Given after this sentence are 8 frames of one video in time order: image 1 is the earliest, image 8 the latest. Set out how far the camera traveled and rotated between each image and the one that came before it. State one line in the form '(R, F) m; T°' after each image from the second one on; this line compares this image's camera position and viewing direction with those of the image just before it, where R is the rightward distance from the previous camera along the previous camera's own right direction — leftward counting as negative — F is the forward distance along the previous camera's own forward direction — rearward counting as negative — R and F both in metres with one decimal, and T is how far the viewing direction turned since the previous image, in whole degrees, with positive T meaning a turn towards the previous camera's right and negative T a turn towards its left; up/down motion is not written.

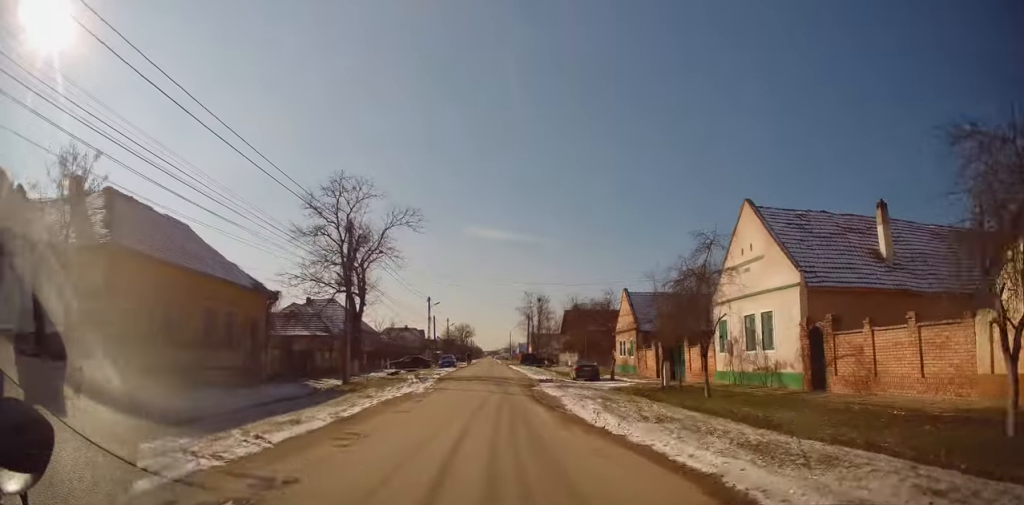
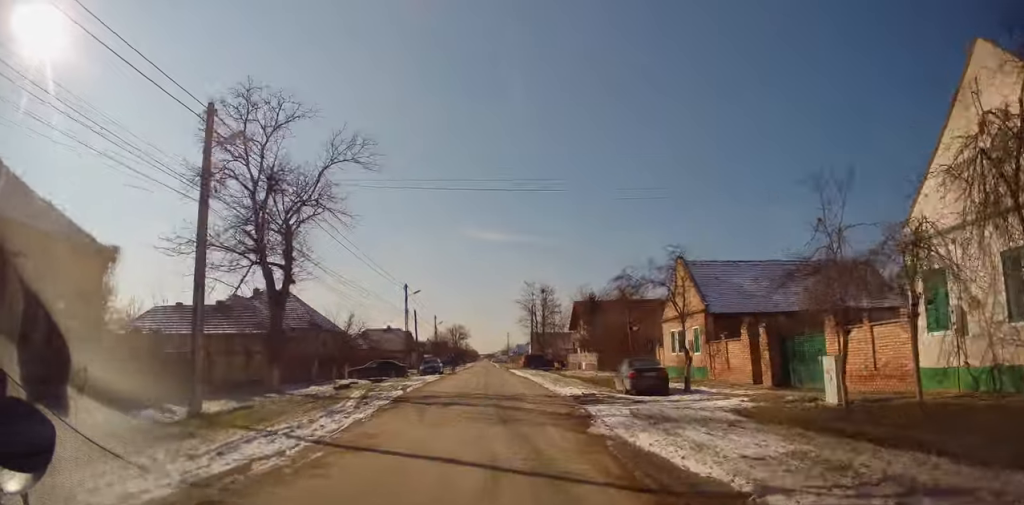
(-0.1, +13.8) m; 0°
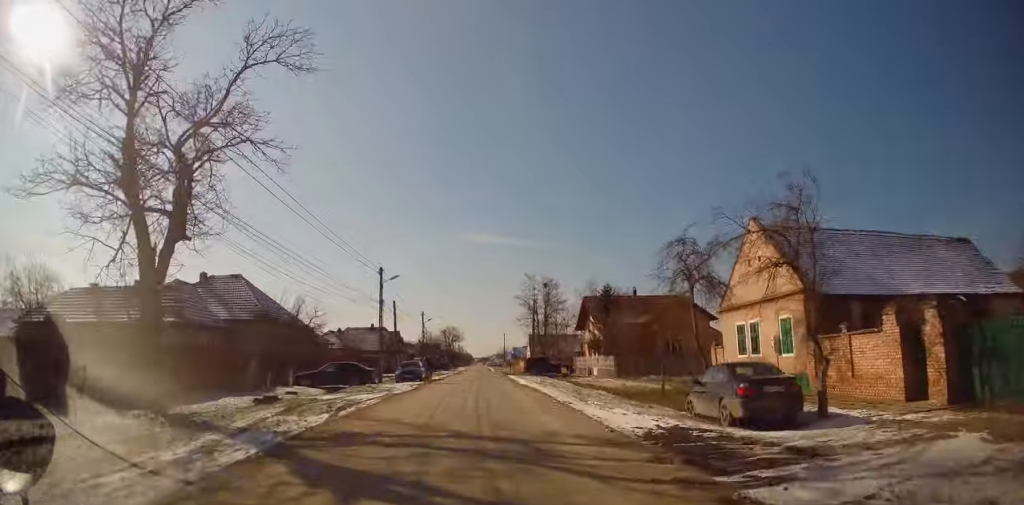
(+0.1, +8.8) m; +2°
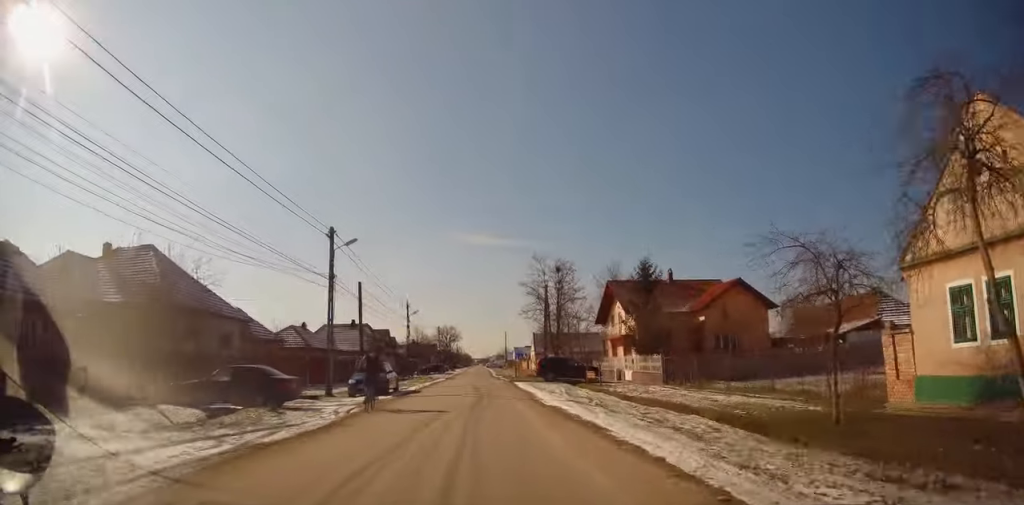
(+0.2, +11.4) m; 0°
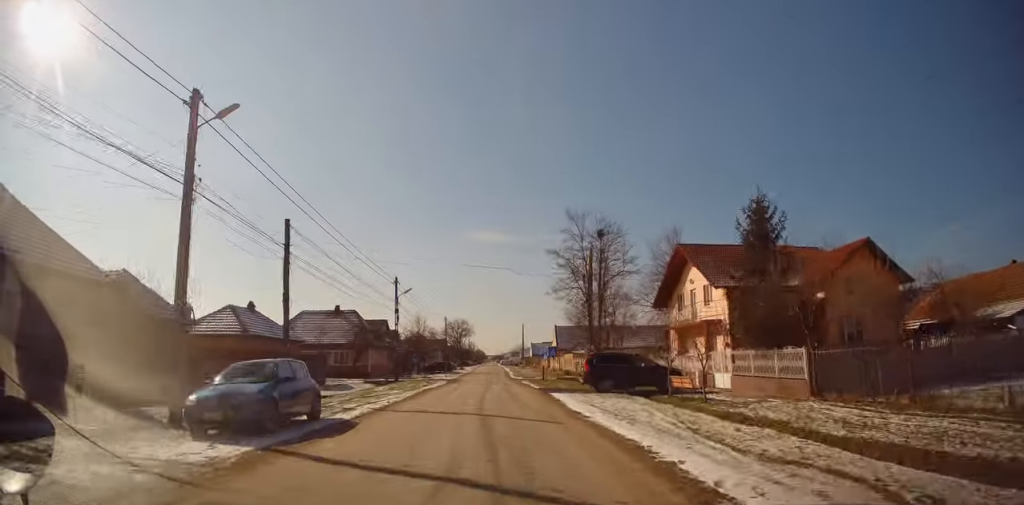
(-0.2, +14.2) m; -1°
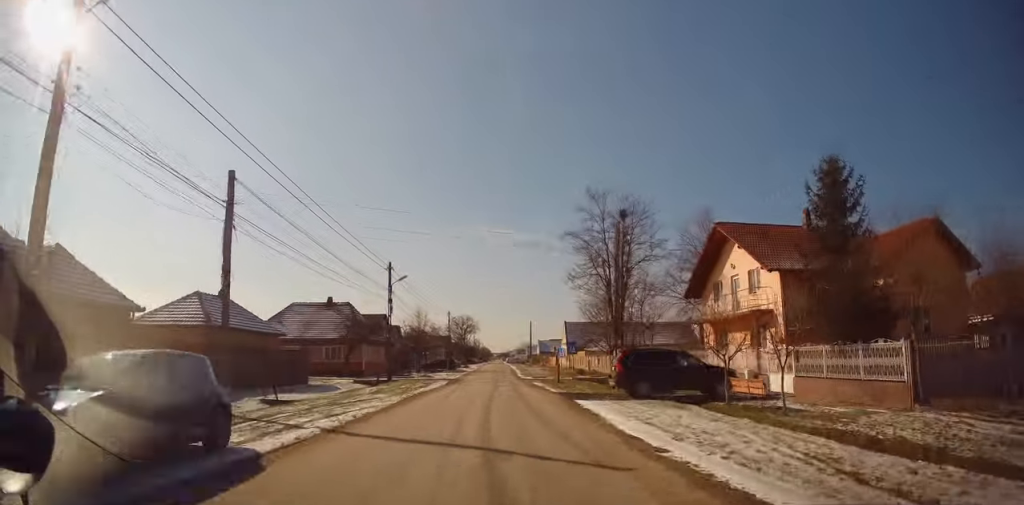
(0.0, +5.0) m; 0°
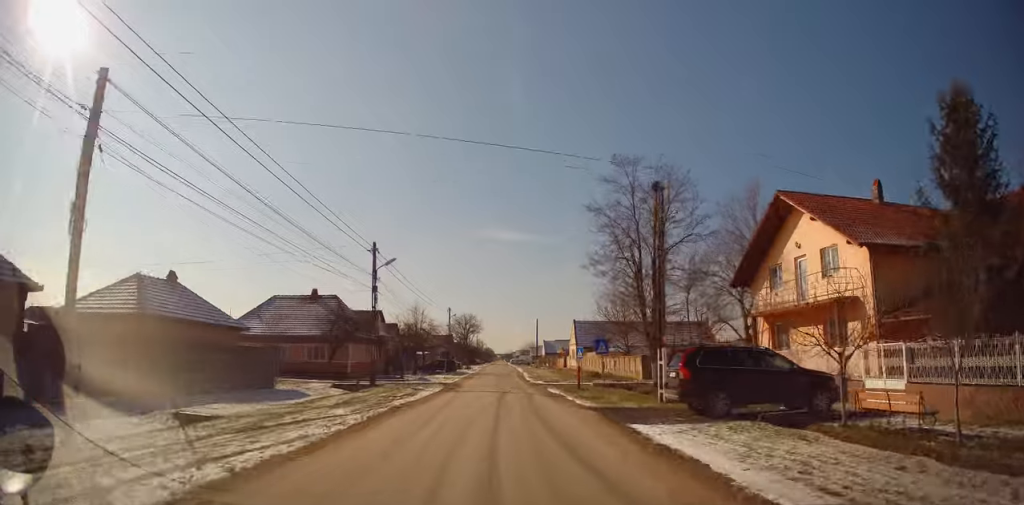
(0.0, +6.0) m; 0°
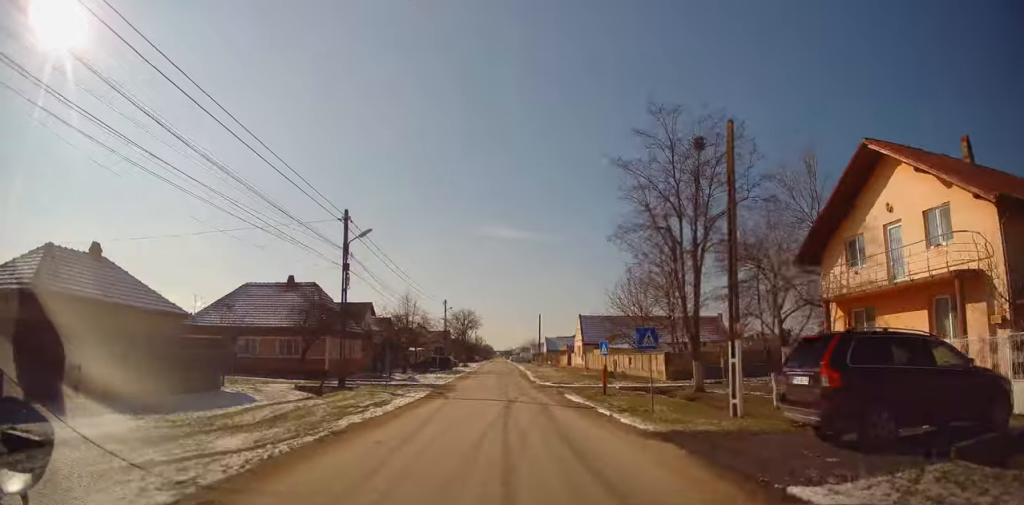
(-0.1, +5.9) m; -1°
